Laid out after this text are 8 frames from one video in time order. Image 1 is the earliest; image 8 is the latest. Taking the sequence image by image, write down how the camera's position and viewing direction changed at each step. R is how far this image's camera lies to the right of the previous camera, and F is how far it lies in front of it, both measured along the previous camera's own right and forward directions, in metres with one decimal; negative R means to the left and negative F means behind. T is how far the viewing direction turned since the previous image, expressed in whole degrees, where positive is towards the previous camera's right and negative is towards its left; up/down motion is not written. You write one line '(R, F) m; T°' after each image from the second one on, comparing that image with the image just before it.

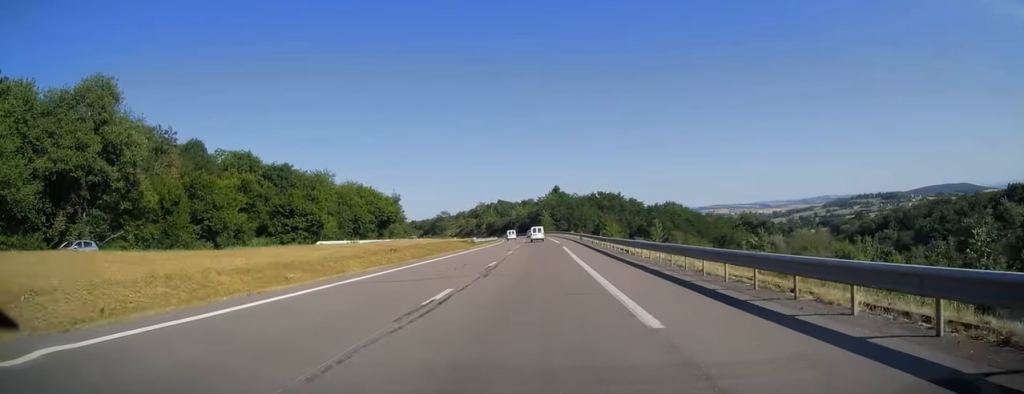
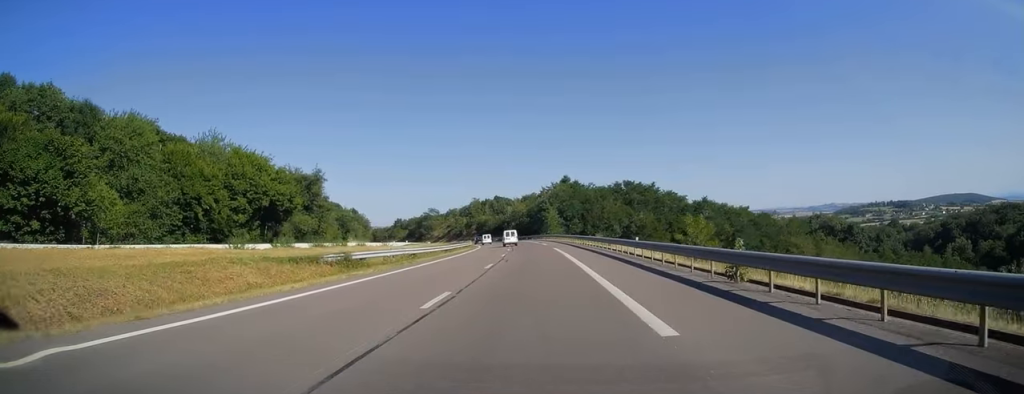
(-0.2, +52.6) m; -1°
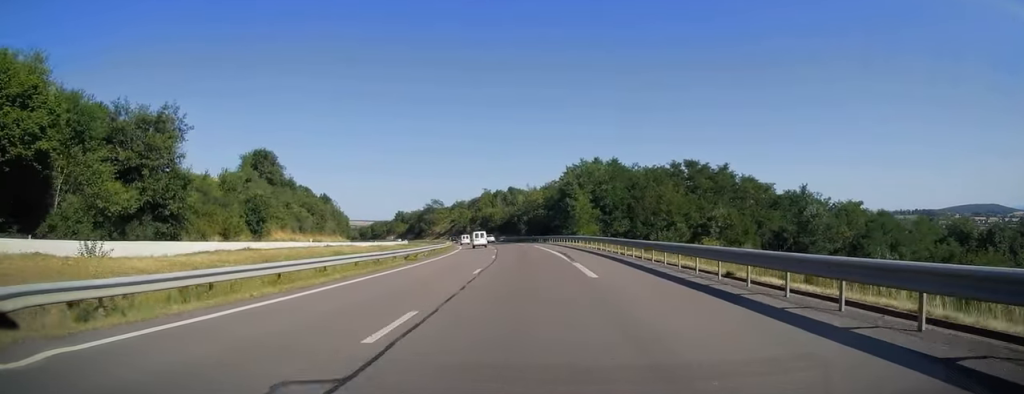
(-0.5, +42.9) m; -2°
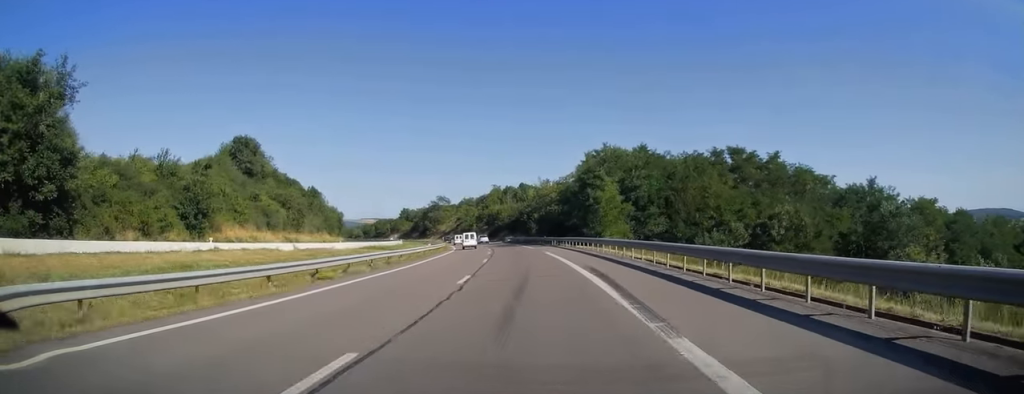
(+0.2, +16.8) m; -1°
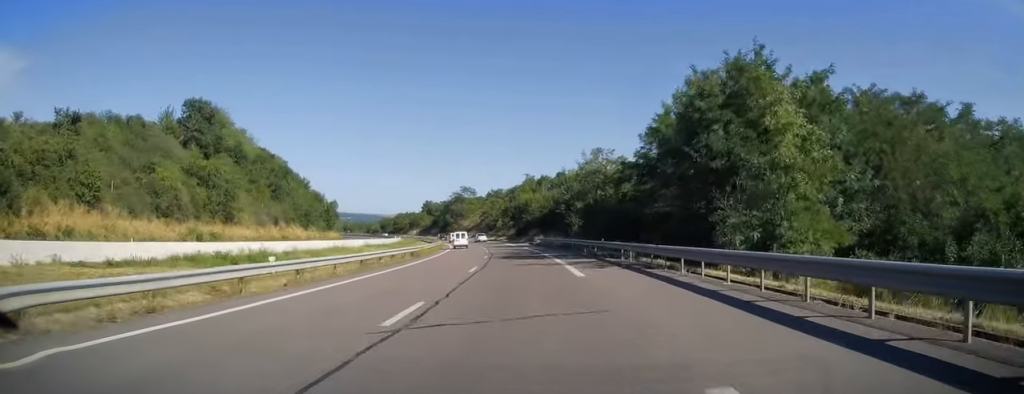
(-1.3, +33.9) m; -4°
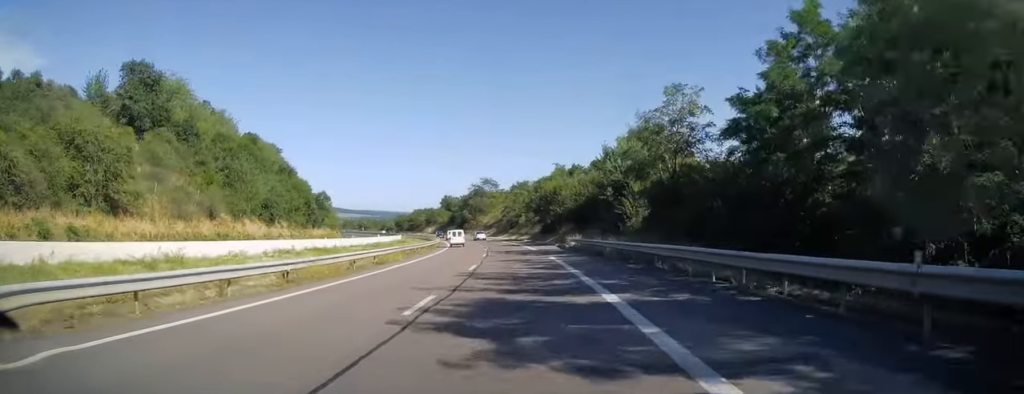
(-0.7, +25.0) m; -2°
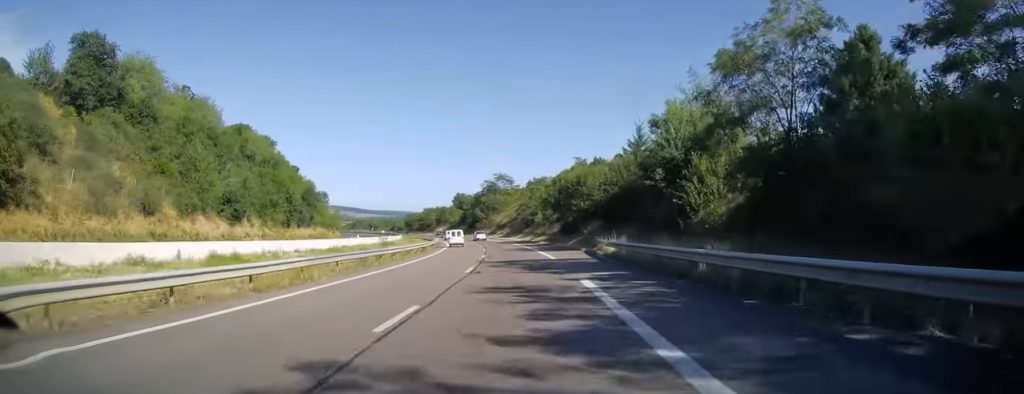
(-0.2, +14.8) m; -2°
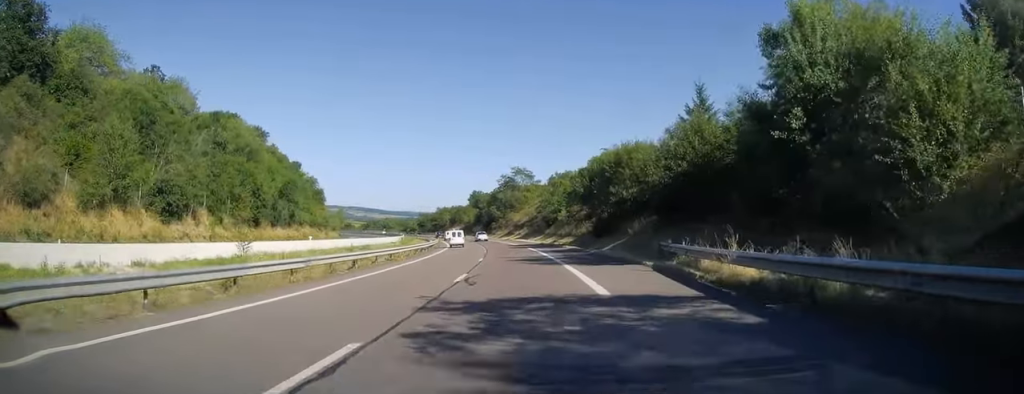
(0.0, +17.2) m; -2°
